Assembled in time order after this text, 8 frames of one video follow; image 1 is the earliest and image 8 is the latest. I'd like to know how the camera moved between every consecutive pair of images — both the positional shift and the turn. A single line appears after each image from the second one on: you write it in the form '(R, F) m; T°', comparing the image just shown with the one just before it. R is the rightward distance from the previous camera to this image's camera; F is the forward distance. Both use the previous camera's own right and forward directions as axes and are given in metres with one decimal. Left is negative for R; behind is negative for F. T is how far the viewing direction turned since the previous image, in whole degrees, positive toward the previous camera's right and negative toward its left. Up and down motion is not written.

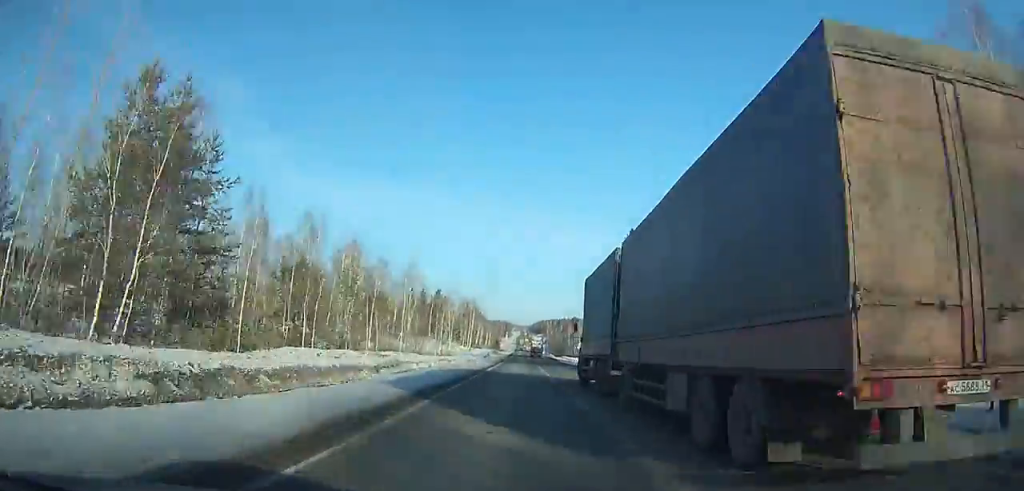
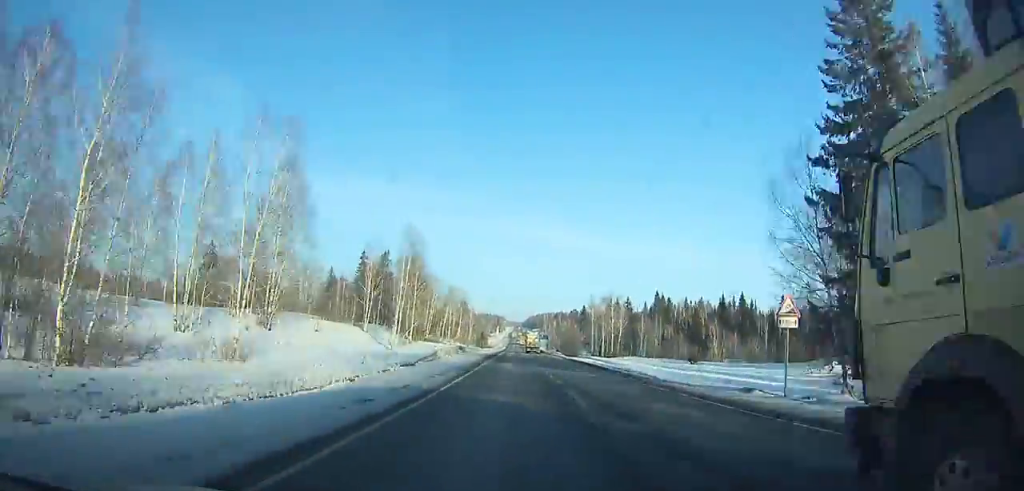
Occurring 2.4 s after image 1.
(+0.1, +71.4) m; 0°
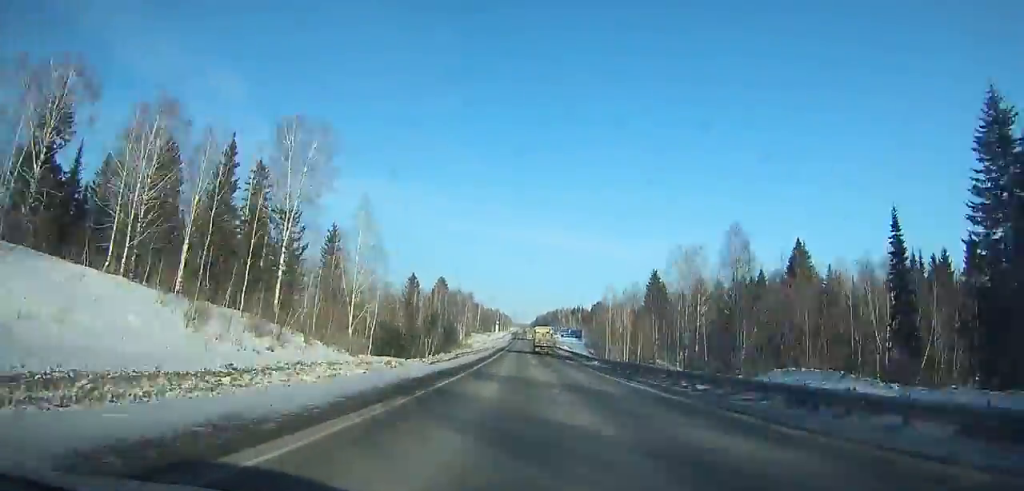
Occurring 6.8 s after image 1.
(-0.7, +136.7) m; 0°
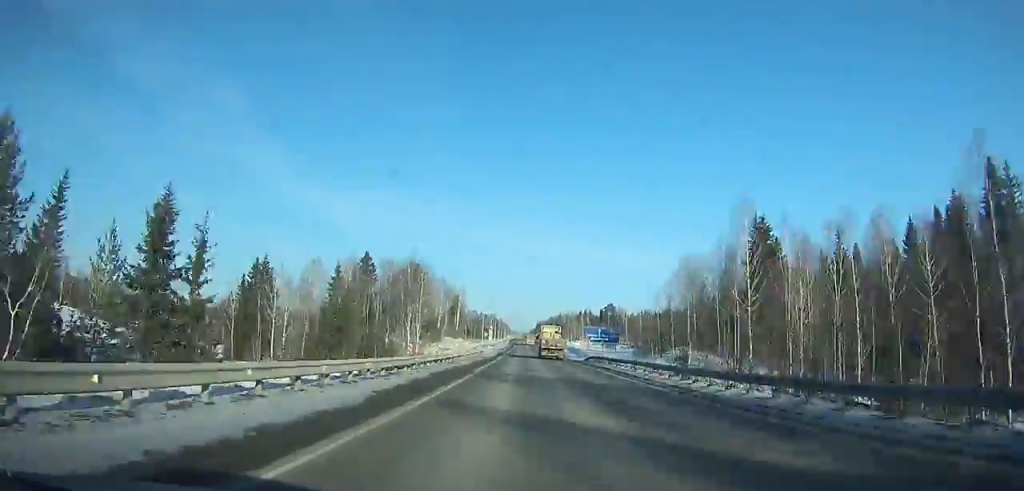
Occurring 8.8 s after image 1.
(+0.1, +64.3) m; 0°
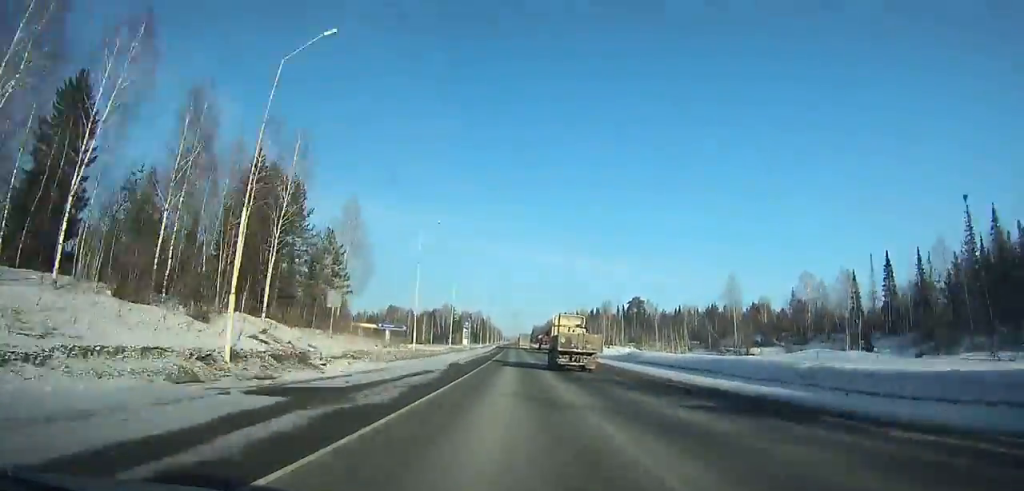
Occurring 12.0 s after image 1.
(+0.1, +103.8) m; 0°
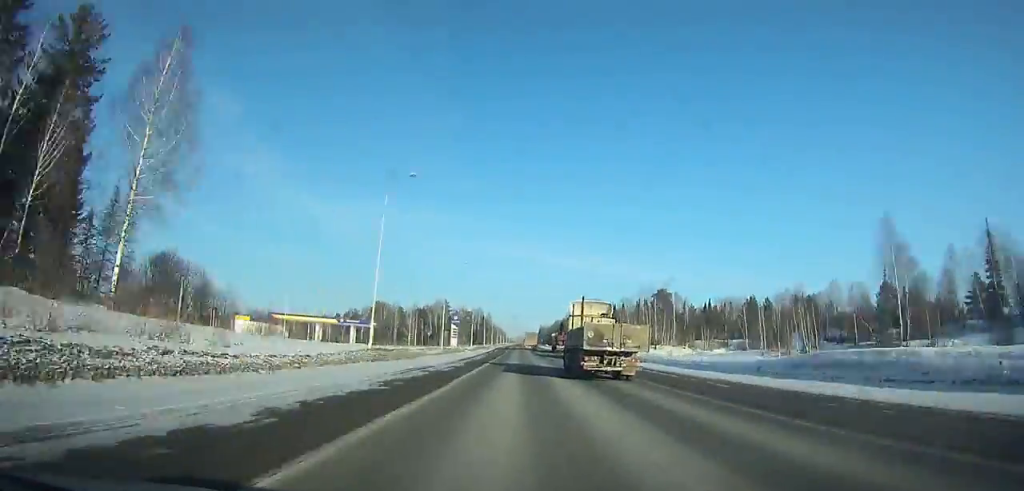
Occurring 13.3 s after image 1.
(0.0, +42.2) m; 0°
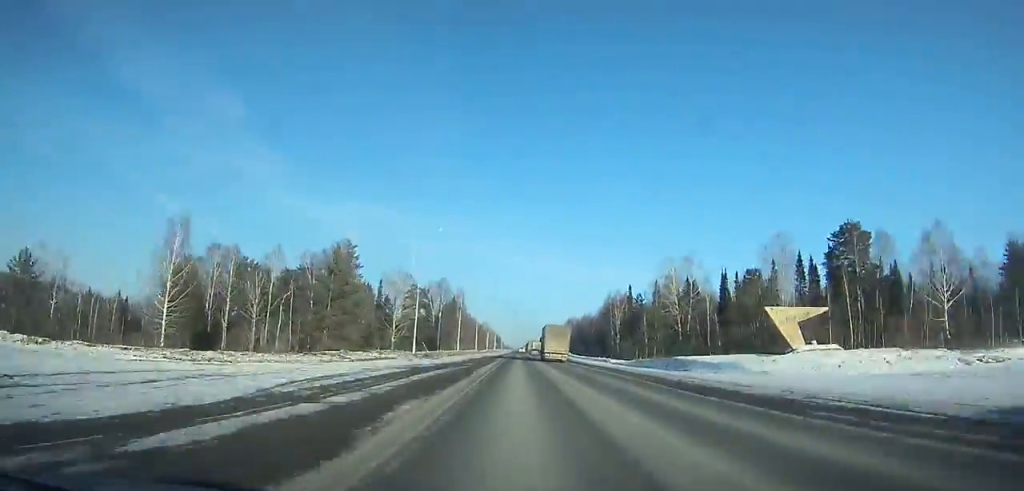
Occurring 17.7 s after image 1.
(+0.1, +140.7) m; 0°
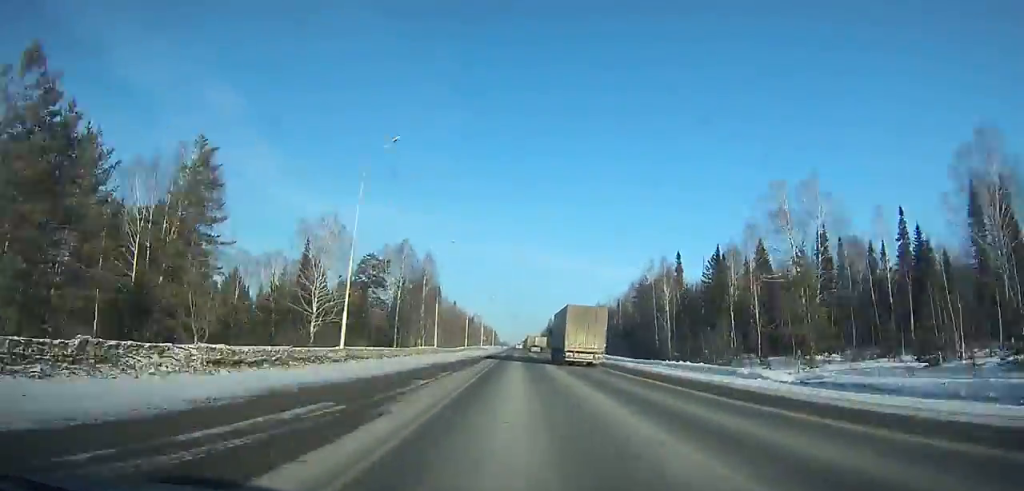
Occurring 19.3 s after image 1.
(+0.2, +50.0) m; 0°
